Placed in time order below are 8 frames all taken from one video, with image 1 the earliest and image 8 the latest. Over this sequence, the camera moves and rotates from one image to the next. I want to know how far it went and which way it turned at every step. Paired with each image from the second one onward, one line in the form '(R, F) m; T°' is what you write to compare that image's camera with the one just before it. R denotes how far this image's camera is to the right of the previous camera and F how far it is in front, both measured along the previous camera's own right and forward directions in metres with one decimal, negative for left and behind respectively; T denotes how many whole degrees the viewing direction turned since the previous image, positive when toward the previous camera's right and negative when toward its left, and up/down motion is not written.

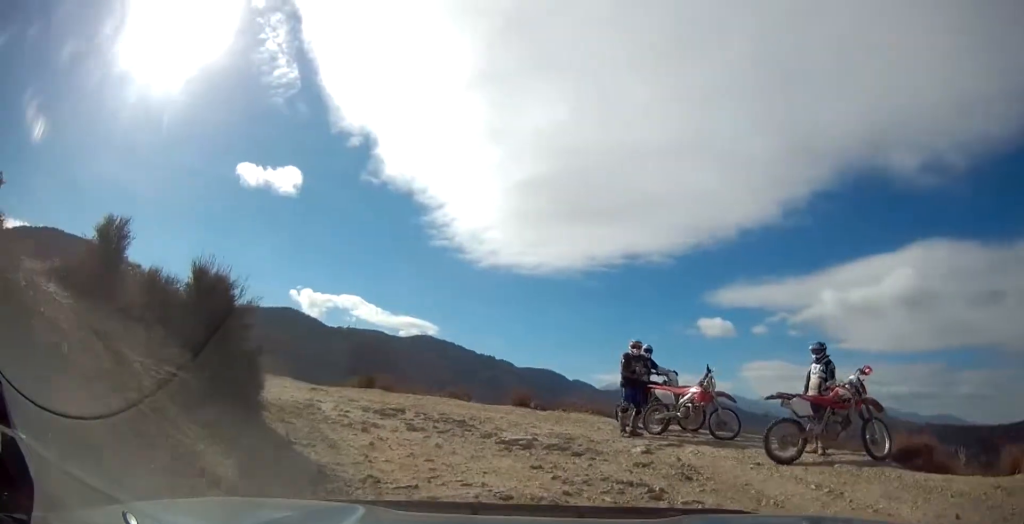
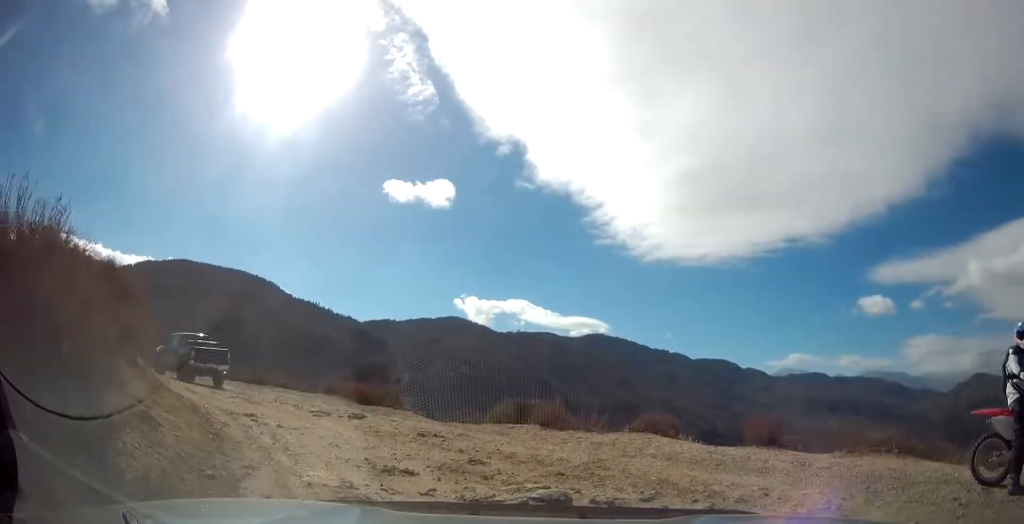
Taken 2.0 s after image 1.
(-0.7, +7.2) m; -11°
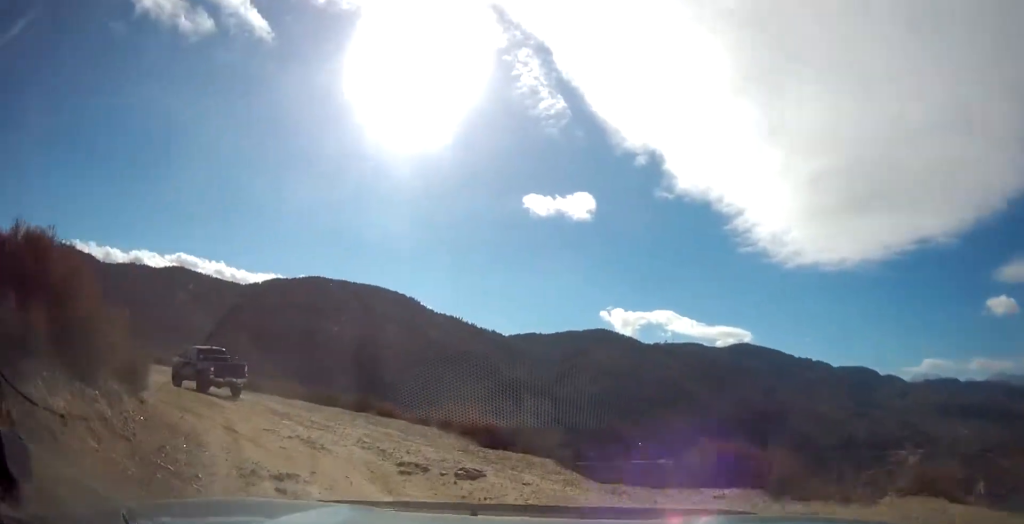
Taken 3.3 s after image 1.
(-0.9, +4.9) m; -22°
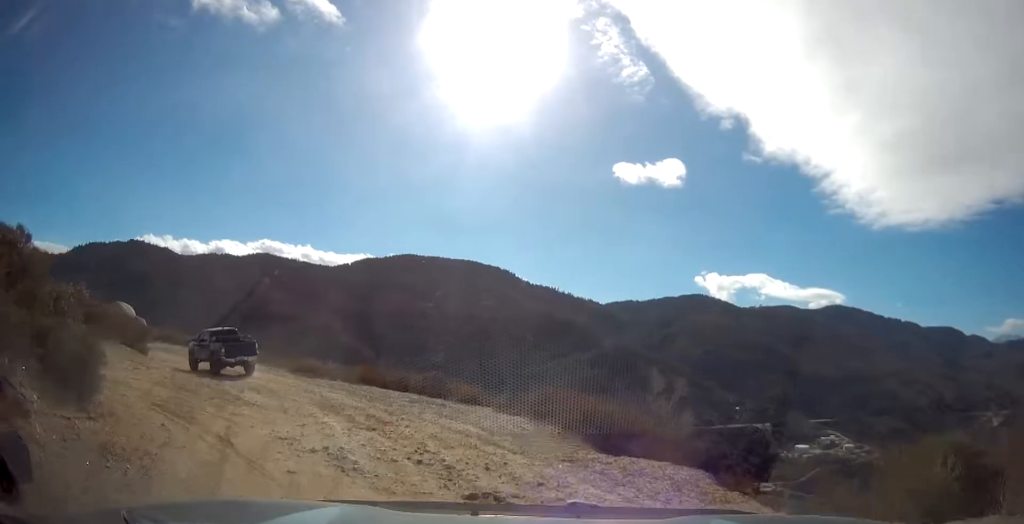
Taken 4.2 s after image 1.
(-0.6, +3.7) m; -12°
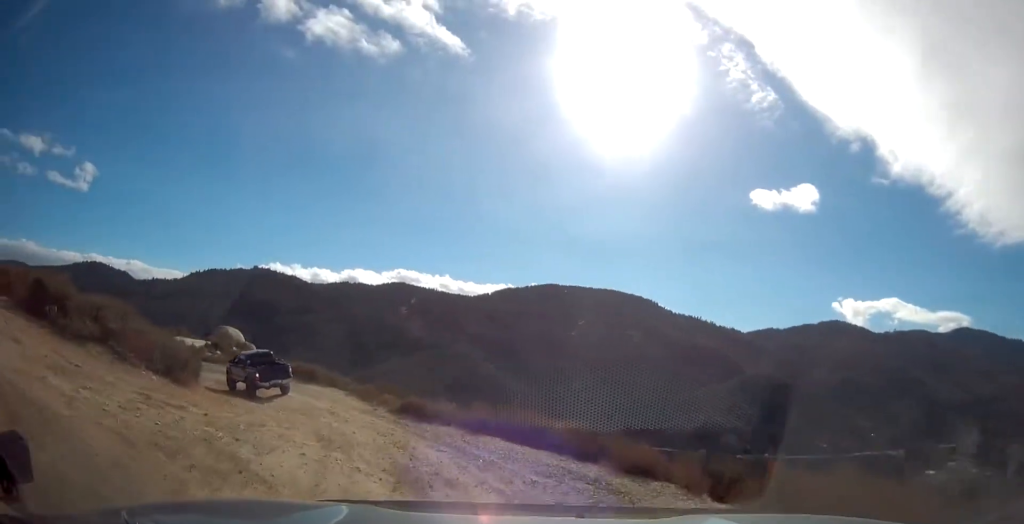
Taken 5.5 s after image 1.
(-0.5, +5.3) m; -13°
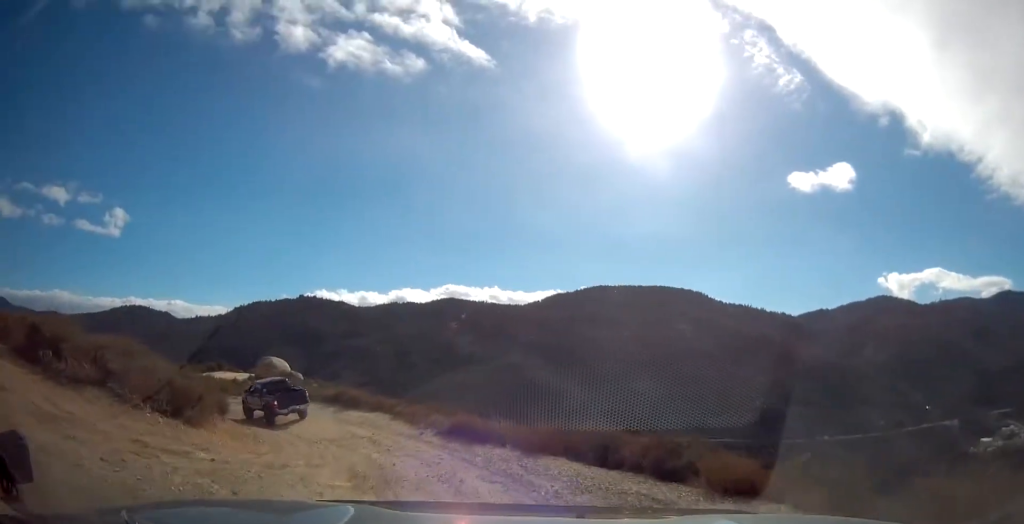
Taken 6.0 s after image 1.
(-0.2, +2.1) m; -5°
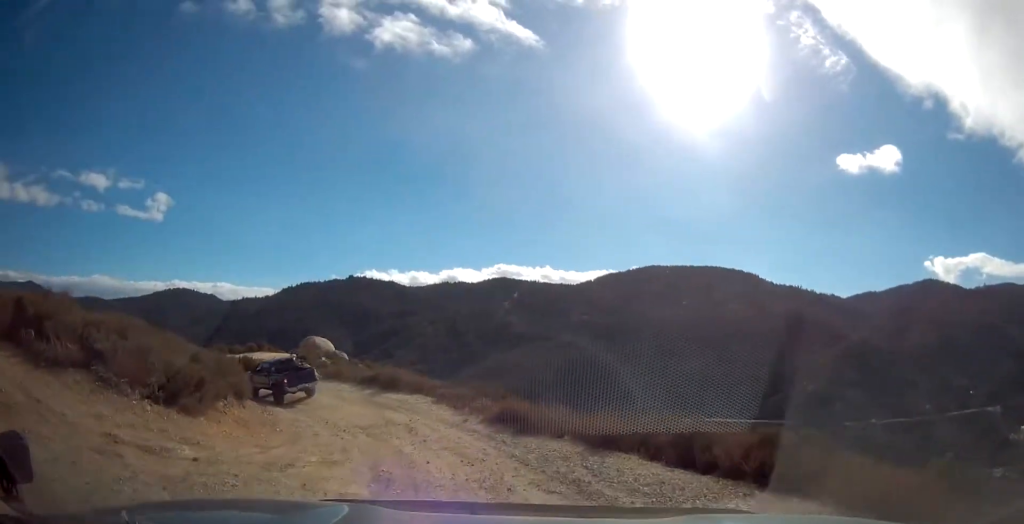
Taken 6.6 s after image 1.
(-0.1, +2.4) m; -1°
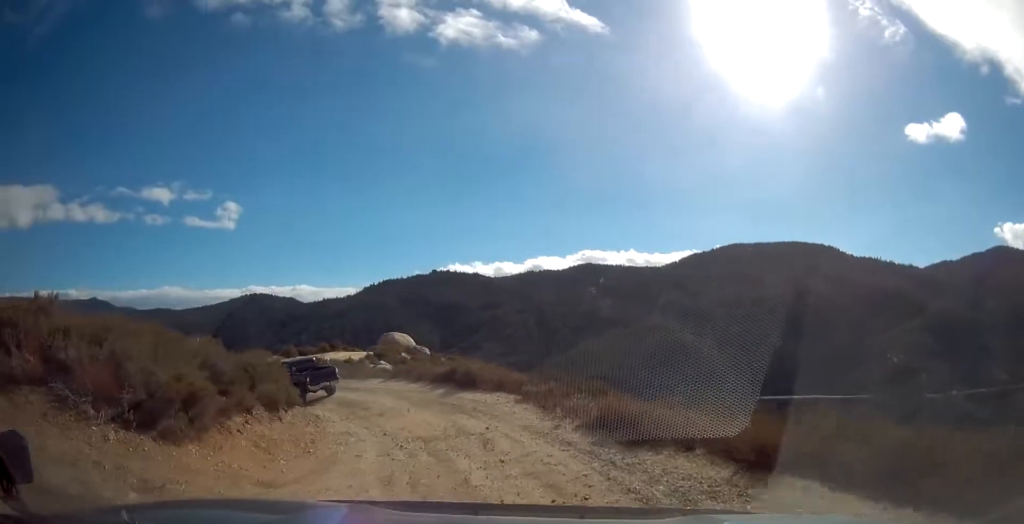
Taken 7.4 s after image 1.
(0.0, +3.6) m; -3°
